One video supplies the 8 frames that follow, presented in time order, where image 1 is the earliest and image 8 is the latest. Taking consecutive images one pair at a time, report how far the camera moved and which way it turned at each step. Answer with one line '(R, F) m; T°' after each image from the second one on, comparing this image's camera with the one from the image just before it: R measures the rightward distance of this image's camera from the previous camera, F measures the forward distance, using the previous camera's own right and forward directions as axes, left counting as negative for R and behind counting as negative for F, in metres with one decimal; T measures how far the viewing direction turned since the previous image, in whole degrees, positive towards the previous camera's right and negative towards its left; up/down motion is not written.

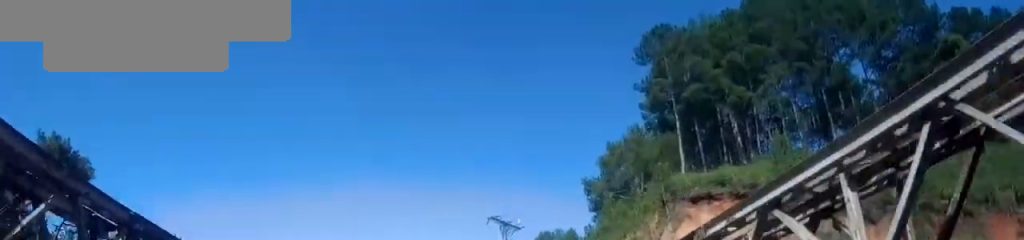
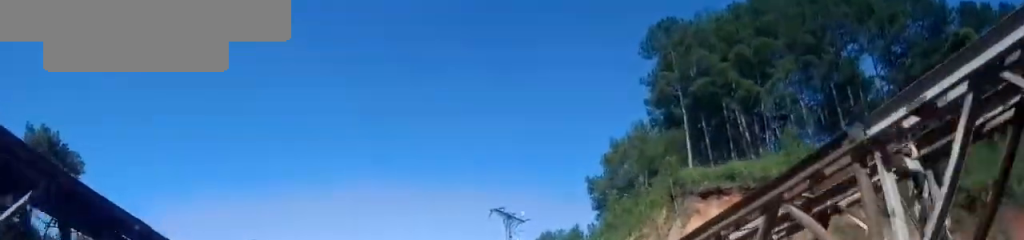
(+0.2, +1.7) m; +2°
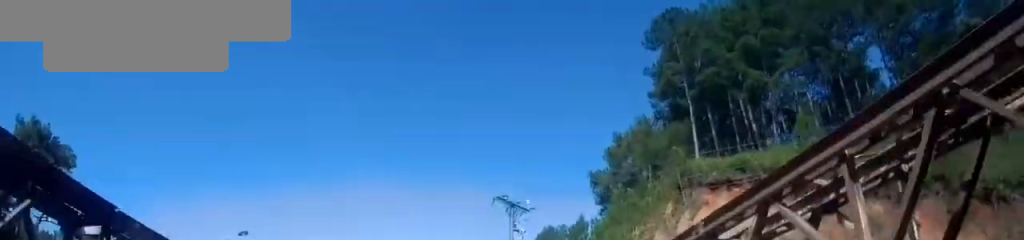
(+0.1, +1.2) m; 0°
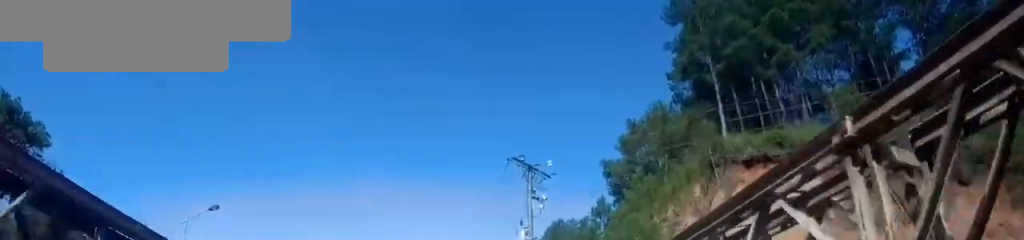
(-0.5, +4.4) m; -9°
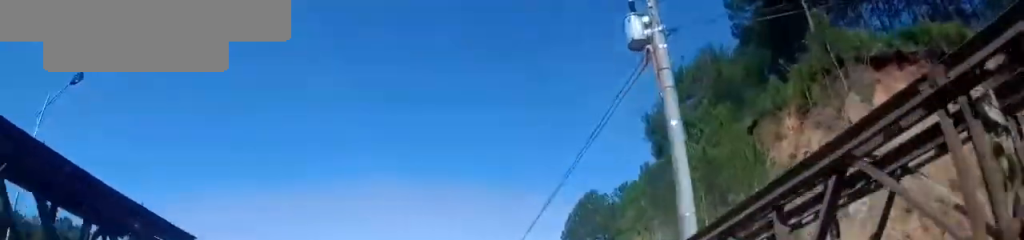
(+0.5, +12.5) m; -2°
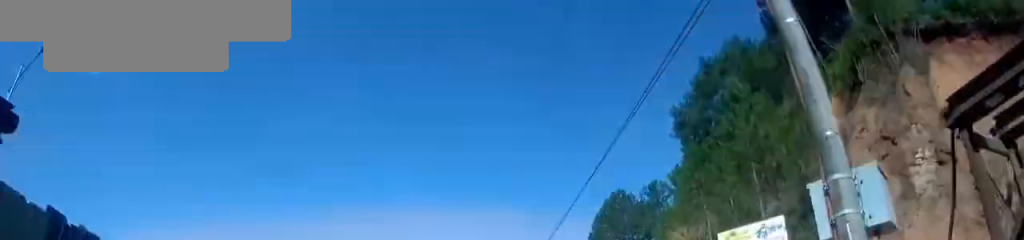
(-0.3, +2.8) m; -5°
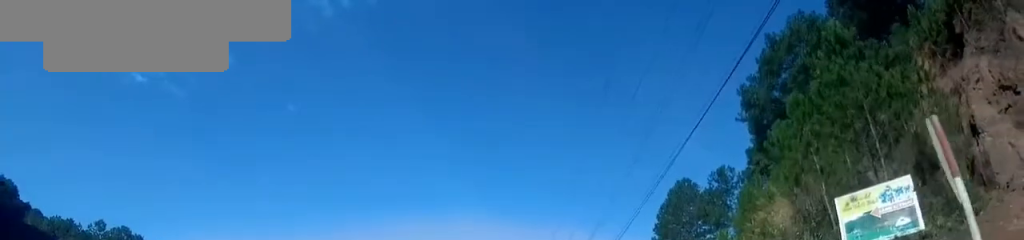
(+0.1, +4.3) m; 0°
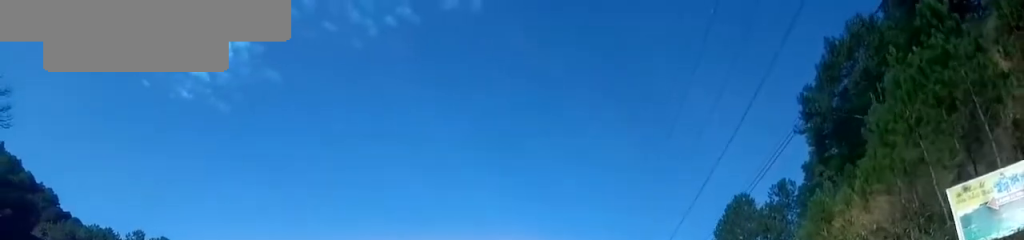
(-0.1, +3.4) m; -1°
